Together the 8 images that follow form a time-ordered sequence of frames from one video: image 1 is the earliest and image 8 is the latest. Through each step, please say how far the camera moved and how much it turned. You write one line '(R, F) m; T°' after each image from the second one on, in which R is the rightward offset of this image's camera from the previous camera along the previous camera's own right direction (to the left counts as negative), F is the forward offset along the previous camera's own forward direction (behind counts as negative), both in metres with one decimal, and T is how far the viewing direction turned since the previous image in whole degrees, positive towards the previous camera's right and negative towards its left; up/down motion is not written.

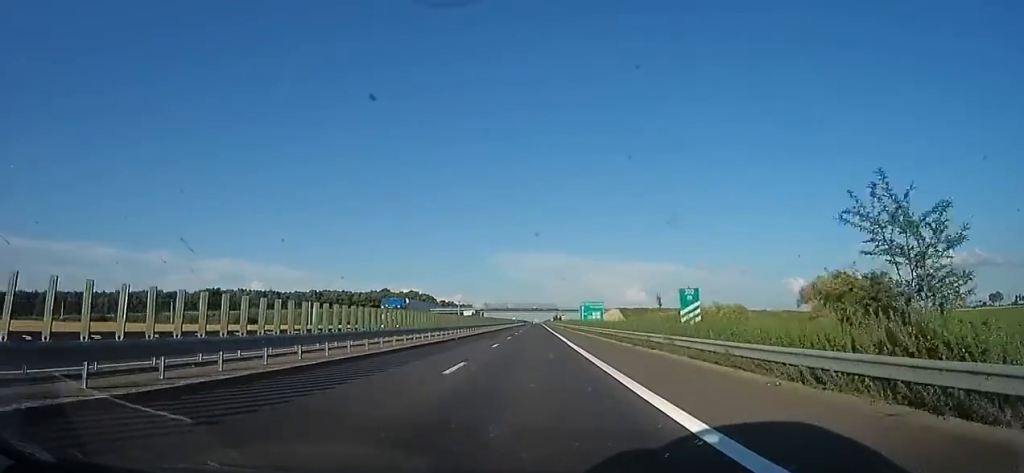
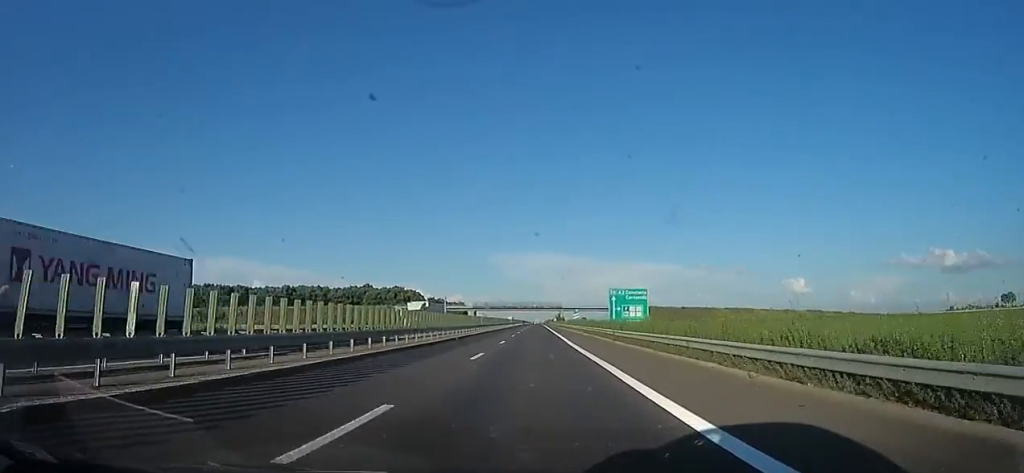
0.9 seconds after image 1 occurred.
(-0.4, +31.4) m; -1°
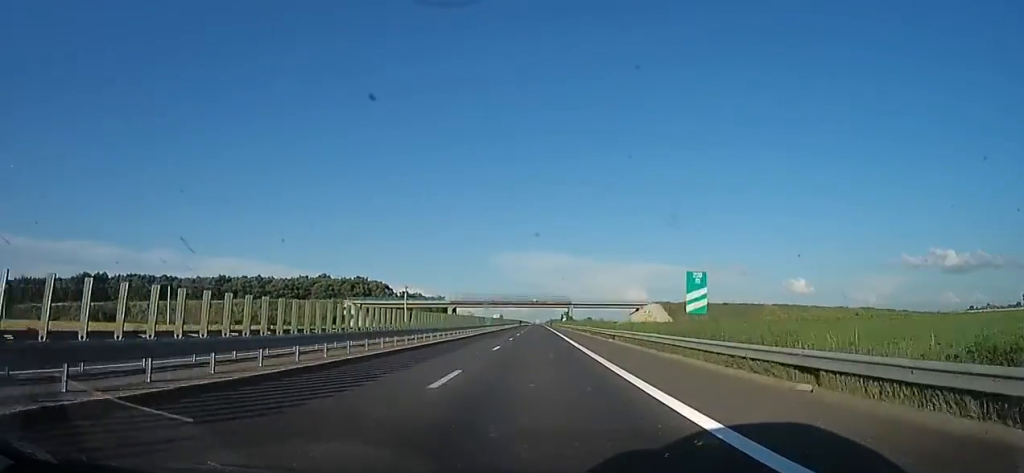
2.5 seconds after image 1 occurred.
(-1.0, +54.3) m; -1°
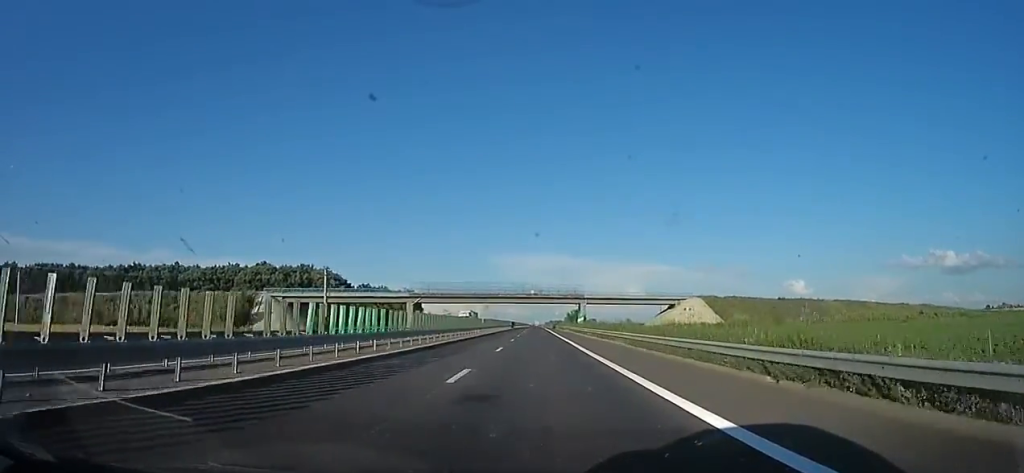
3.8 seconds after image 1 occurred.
(0.0, +47.1) m; +1°
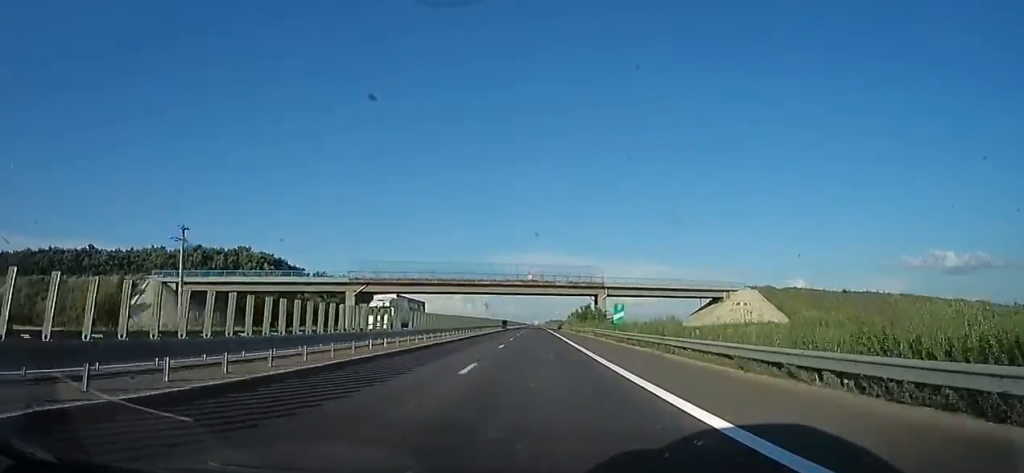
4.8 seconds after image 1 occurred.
(+0.6, +34.1) m; +1°
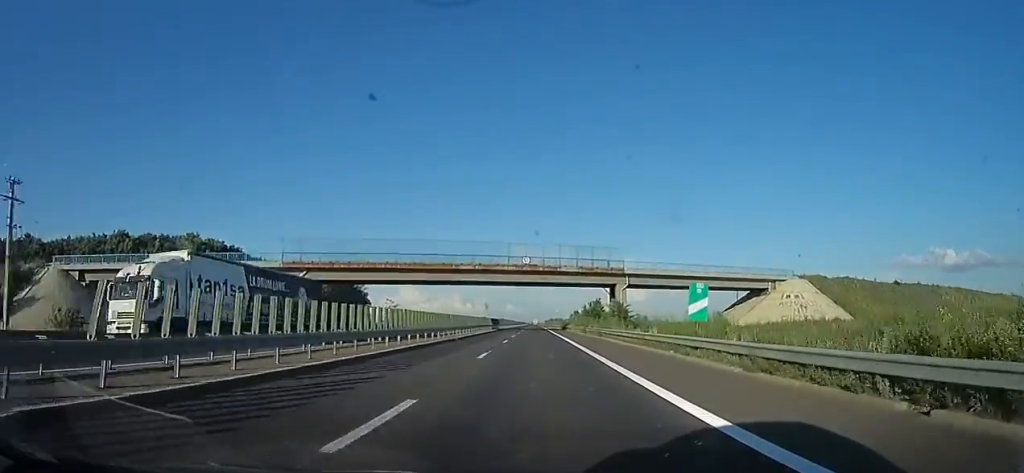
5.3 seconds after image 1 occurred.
(+0.8, +19.4) m; 0°
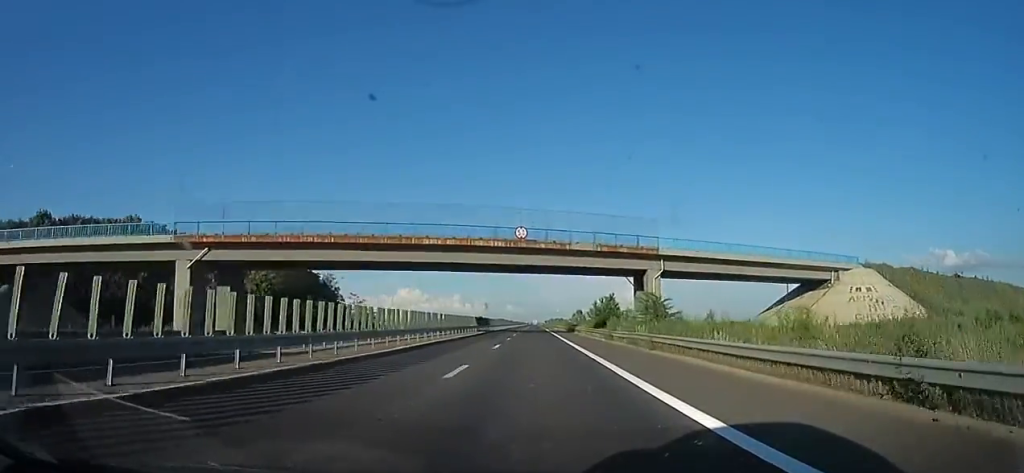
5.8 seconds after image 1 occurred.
(-0.7, +18.3) m; -1°
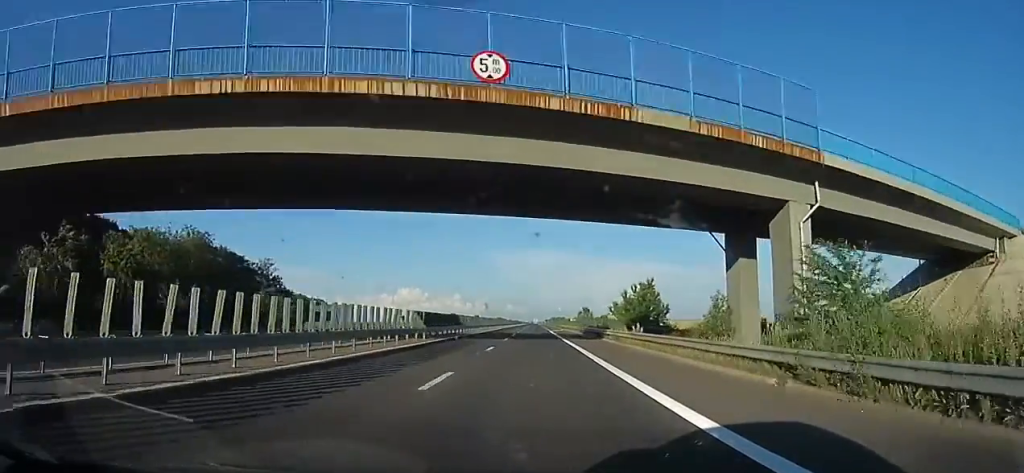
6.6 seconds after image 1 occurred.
(-0.6, +25.9) m; -1°
